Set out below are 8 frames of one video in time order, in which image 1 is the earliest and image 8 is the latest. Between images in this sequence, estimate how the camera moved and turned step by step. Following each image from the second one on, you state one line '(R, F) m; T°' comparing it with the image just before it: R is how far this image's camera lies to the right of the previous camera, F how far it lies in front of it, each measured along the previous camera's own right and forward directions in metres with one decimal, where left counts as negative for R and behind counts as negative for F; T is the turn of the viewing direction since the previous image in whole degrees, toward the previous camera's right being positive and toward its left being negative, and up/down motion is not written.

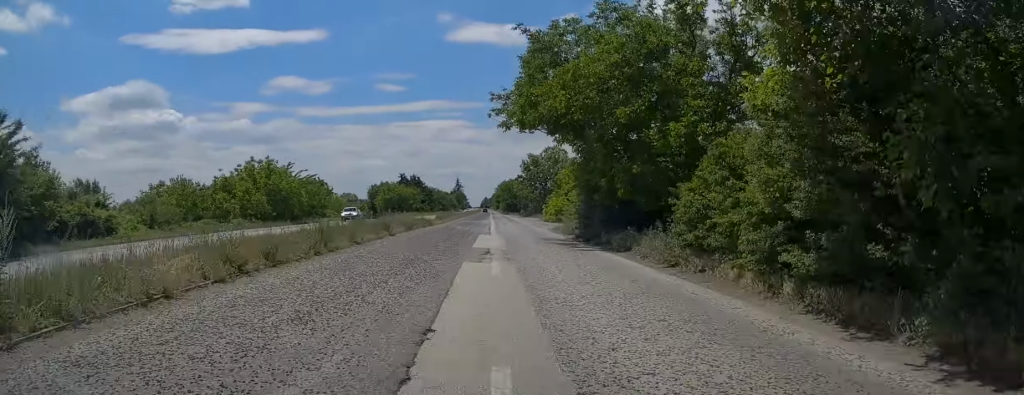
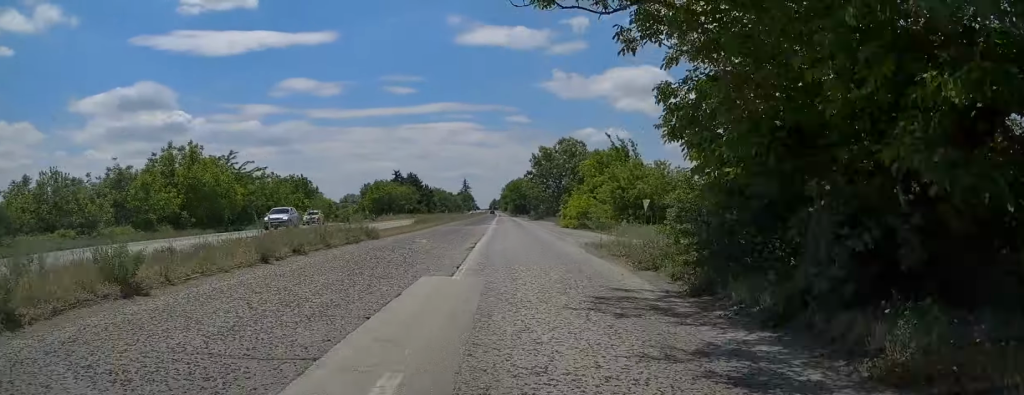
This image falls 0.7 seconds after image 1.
(0.0, +17.8) m; 0°
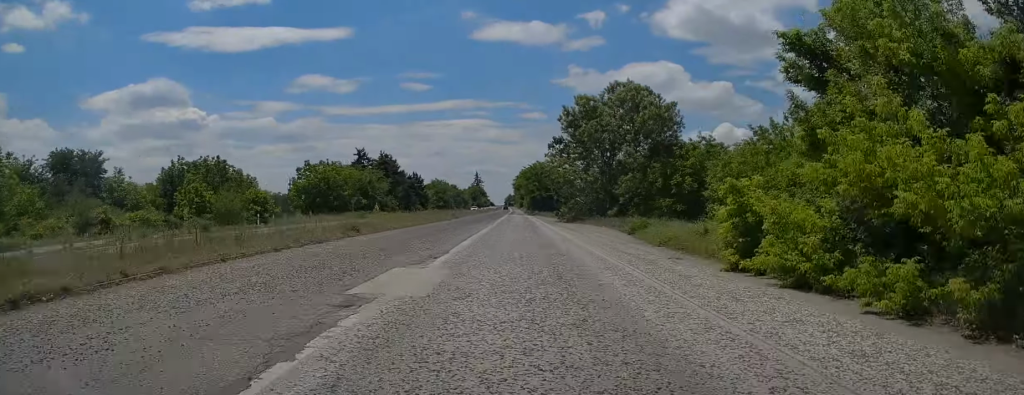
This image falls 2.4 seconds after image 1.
(-0.7, +43.1) m; -3°
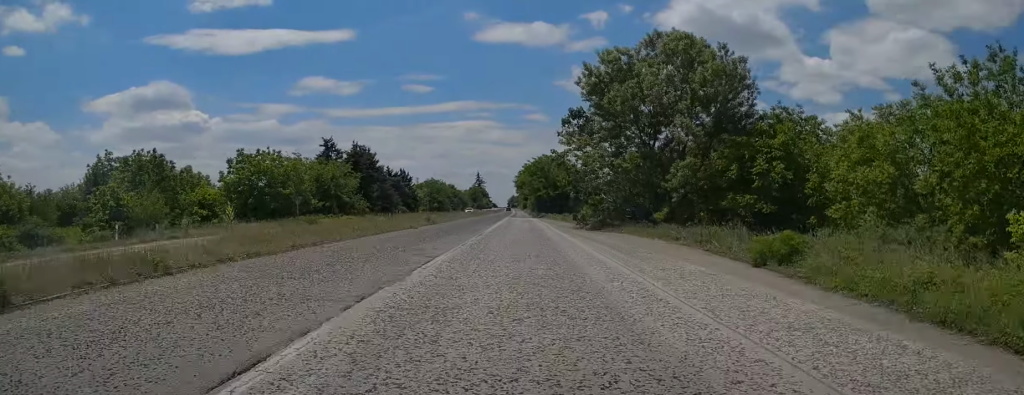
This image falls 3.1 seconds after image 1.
(-0.2, +17.7) m; 0°
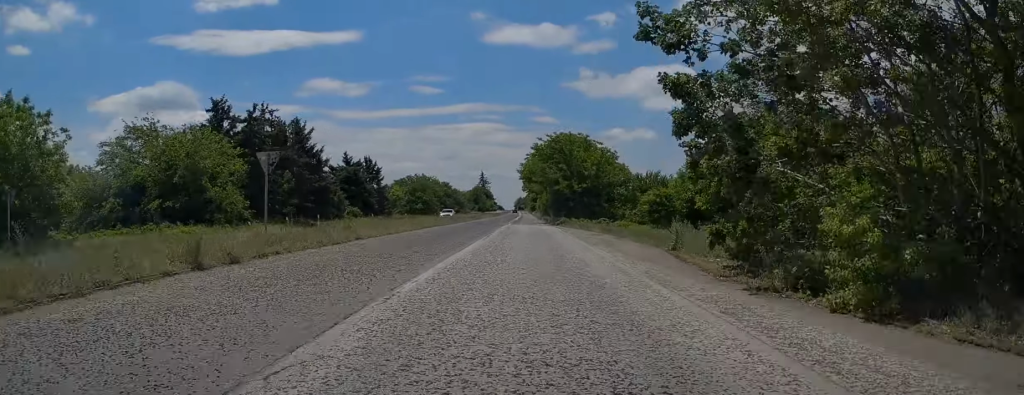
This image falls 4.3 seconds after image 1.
(0.0, +30.8) m; 0°
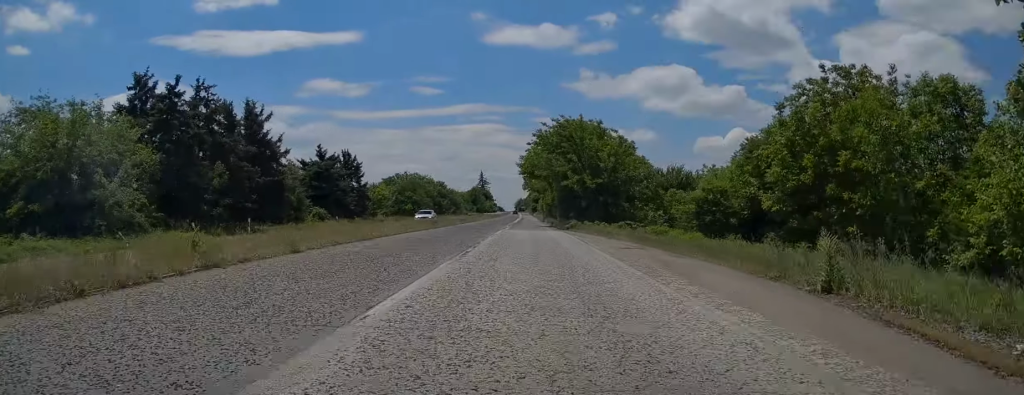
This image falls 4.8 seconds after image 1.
(0.0, +10.8) m; 0°
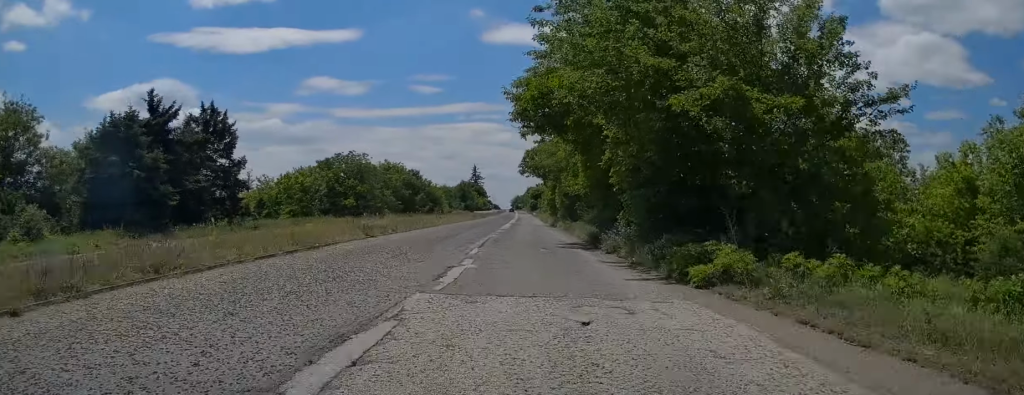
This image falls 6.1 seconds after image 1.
(-0.3, +33.2) m; 0°
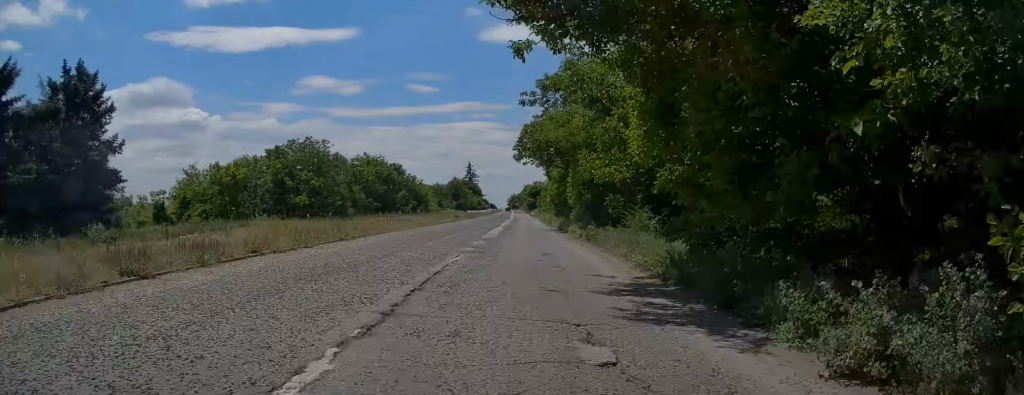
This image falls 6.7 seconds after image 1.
(-0.1, +14.1) m; 0°
